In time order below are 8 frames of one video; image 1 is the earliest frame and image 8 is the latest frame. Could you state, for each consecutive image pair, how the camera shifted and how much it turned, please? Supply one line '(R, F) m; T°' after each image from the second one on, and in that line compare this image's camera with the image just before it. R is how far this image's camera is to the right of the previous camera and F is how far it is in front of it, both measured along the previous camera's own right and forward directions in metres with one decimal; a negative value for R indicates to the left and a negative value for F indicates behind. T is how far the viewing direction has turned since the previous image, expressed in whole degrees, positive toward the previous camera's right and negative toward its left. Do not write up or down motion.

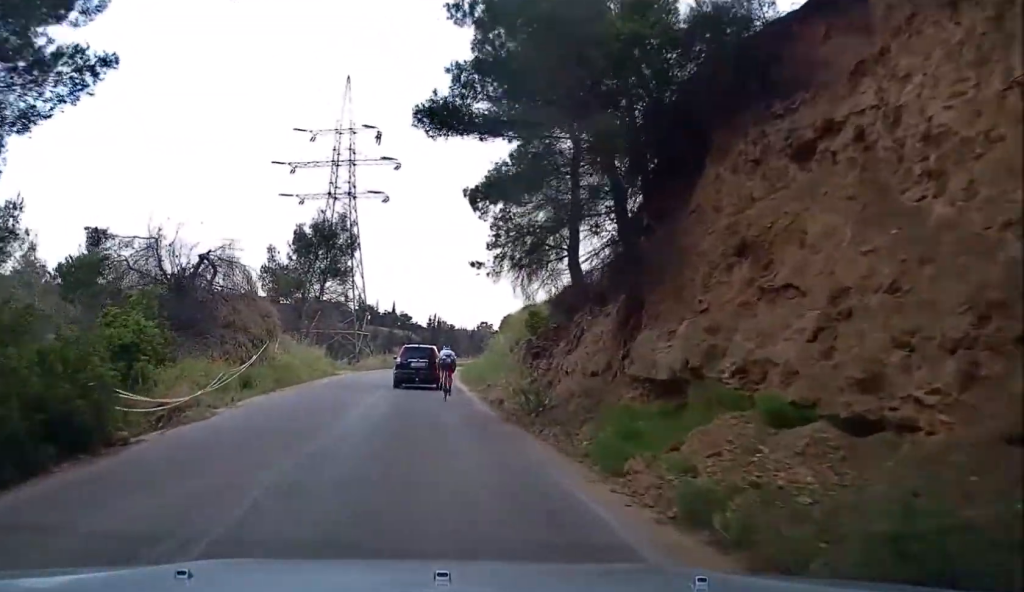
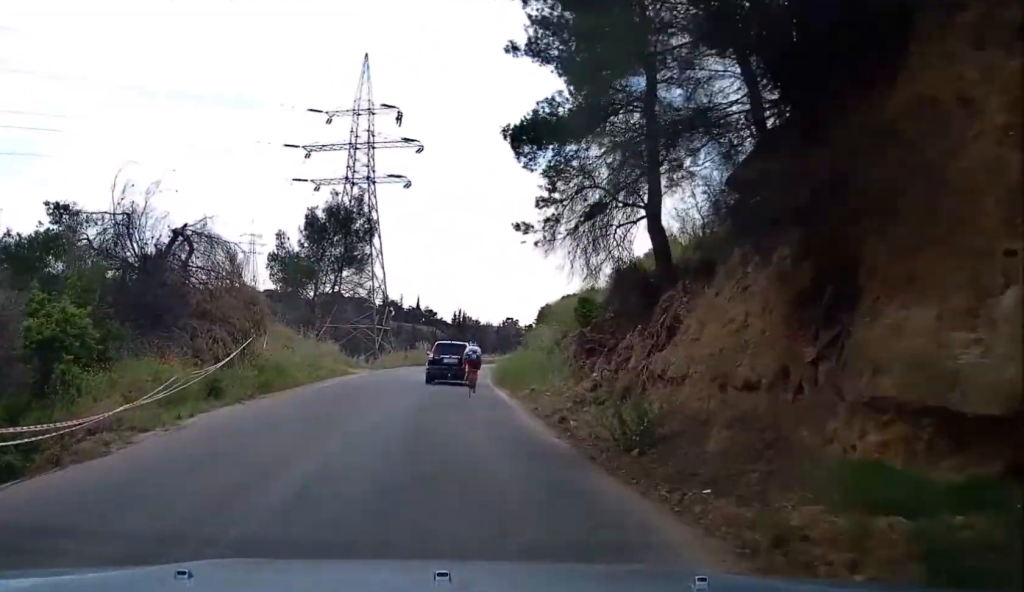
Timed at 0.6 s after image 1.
(-0.3, +6.6) m; -5°
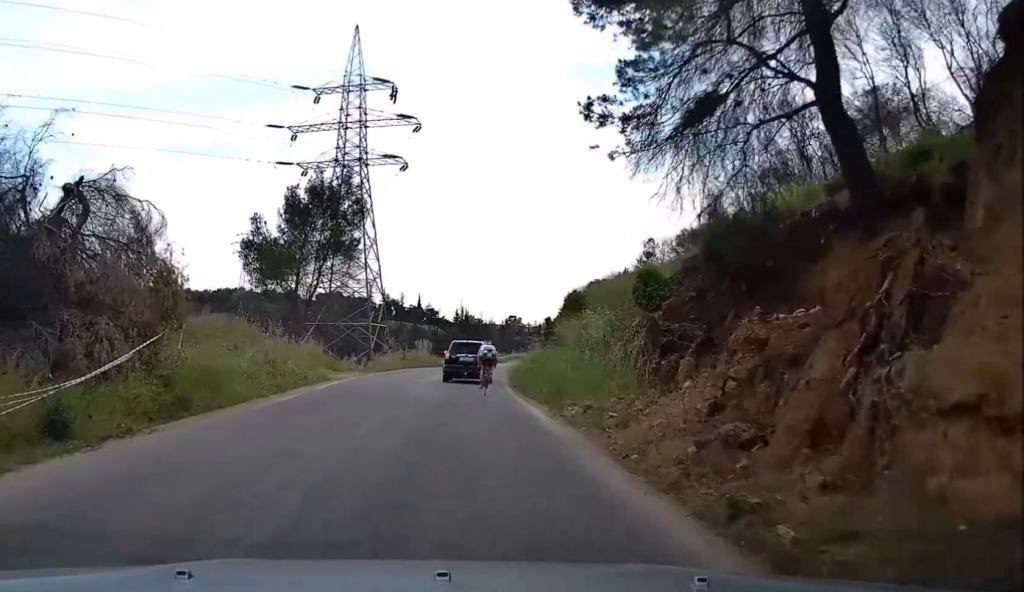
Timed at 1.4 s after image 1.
(-0.2, +8.8) m; -2°
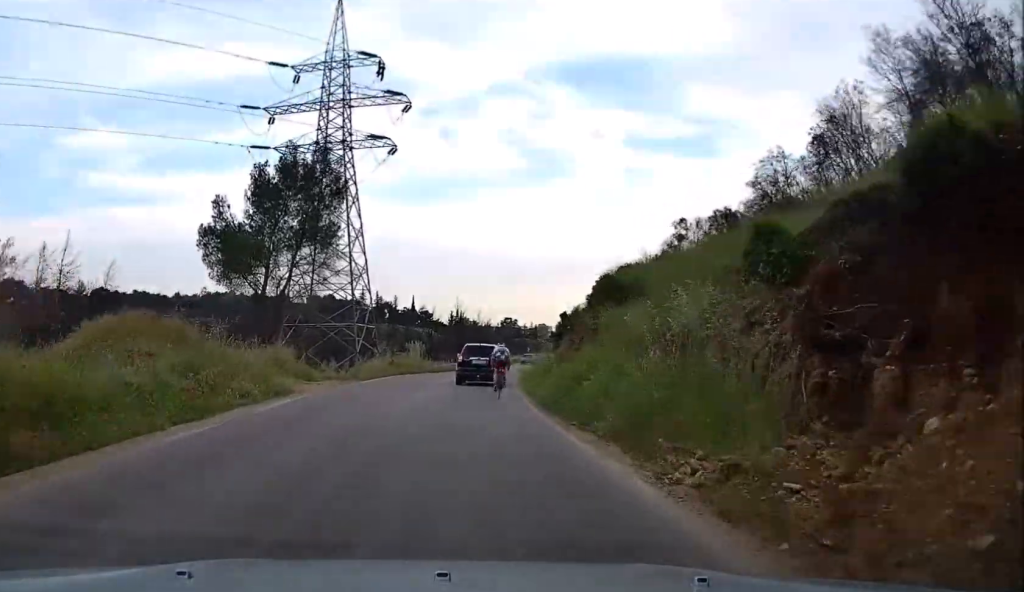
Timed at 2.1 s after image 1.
(-0.1, +8.5) m; 0°
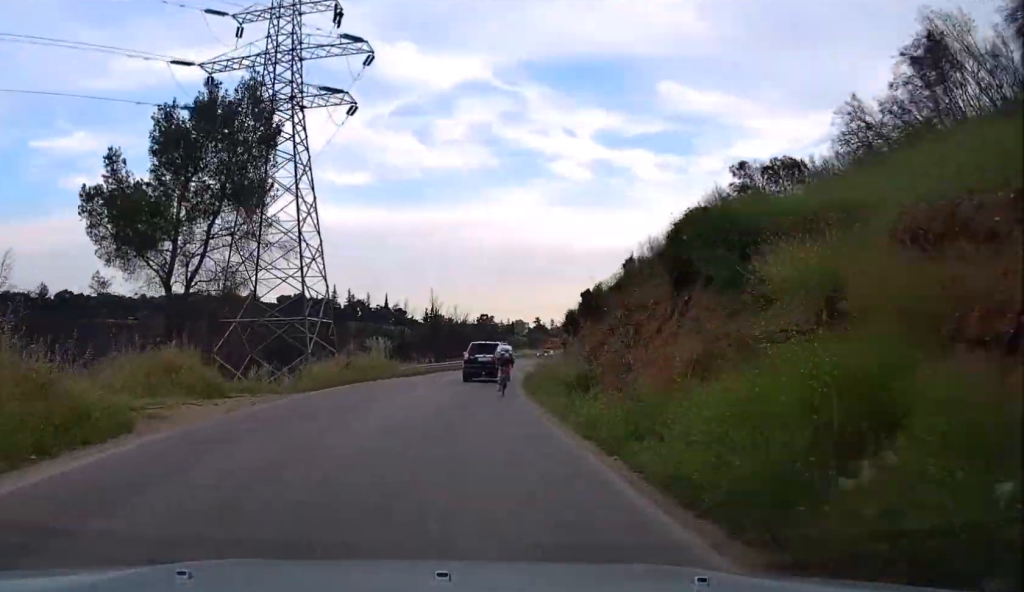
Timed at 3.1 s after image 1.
(+0.1, +11.9) m; +1°
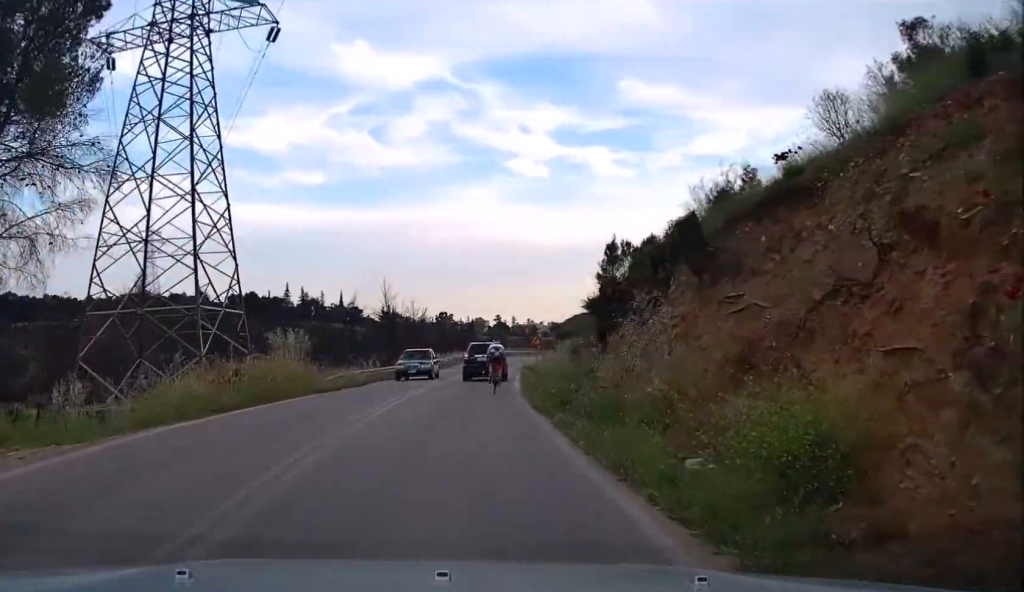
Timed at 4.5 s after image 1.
(+0.3, +15.2) m; +3°
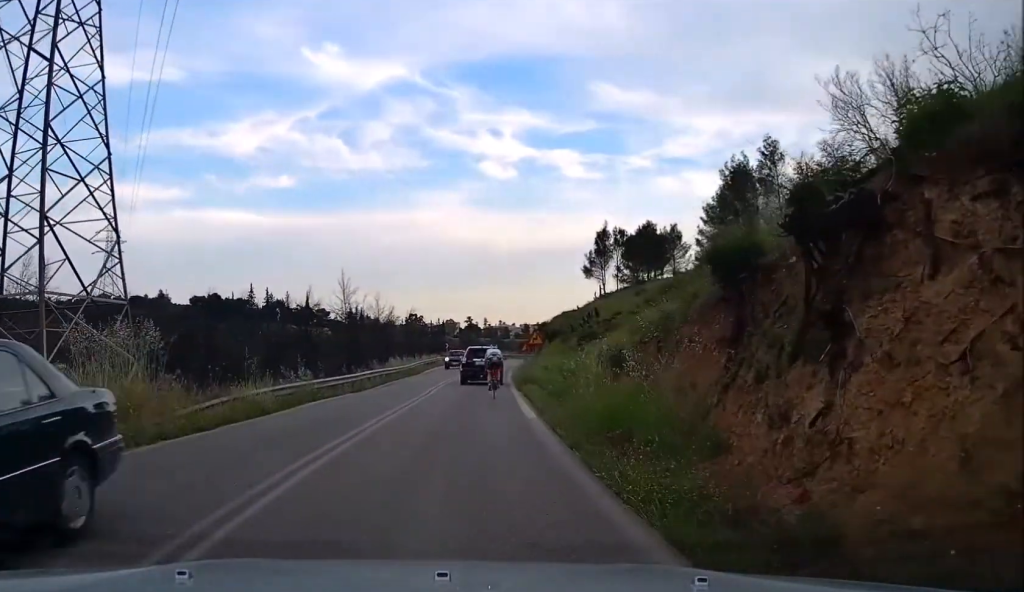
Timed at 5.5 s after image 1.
(+0.4, +12.3) m; +4°
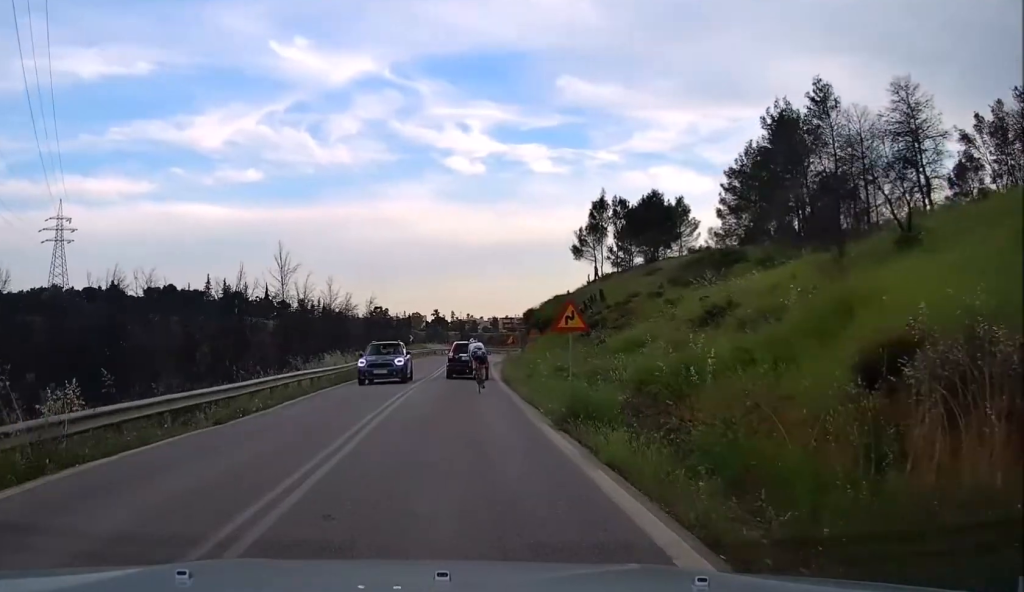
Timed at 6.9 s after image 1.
(+0.4, +15.5) m; +2°
